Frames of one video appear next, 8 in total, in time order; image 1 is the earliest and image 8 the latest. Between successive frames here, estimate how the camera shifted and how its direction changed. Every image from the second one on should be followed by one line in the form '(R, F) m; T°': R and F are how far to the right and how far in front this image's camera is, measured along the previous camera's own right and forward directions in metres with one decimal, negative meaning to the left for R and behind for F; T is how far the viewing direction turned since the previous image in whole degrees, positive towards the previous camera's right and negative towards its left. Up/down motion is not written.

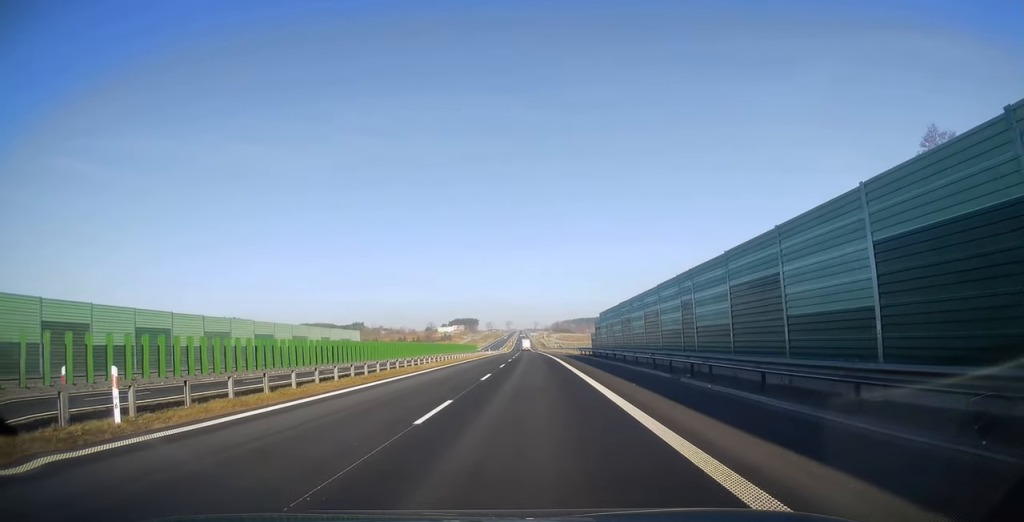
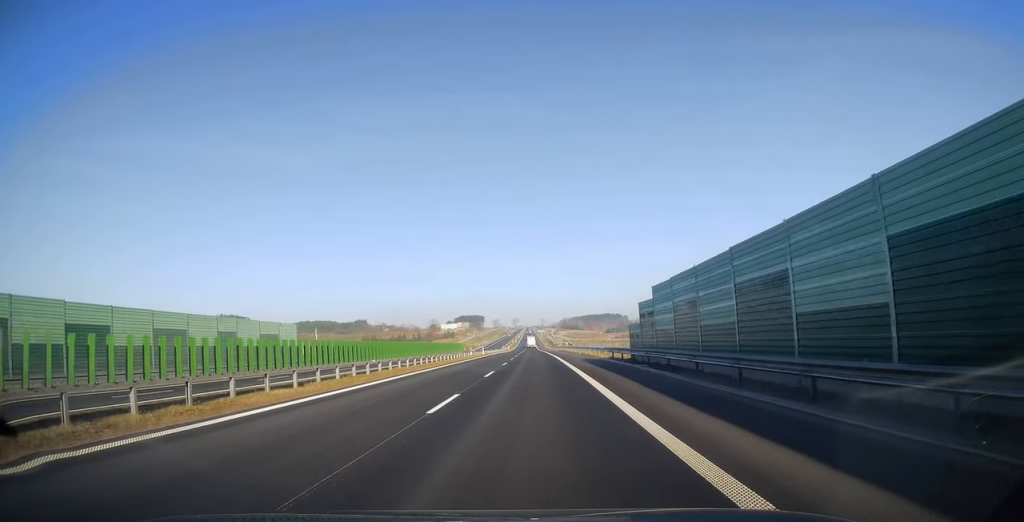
(-0.1, +22.4) m; 0°
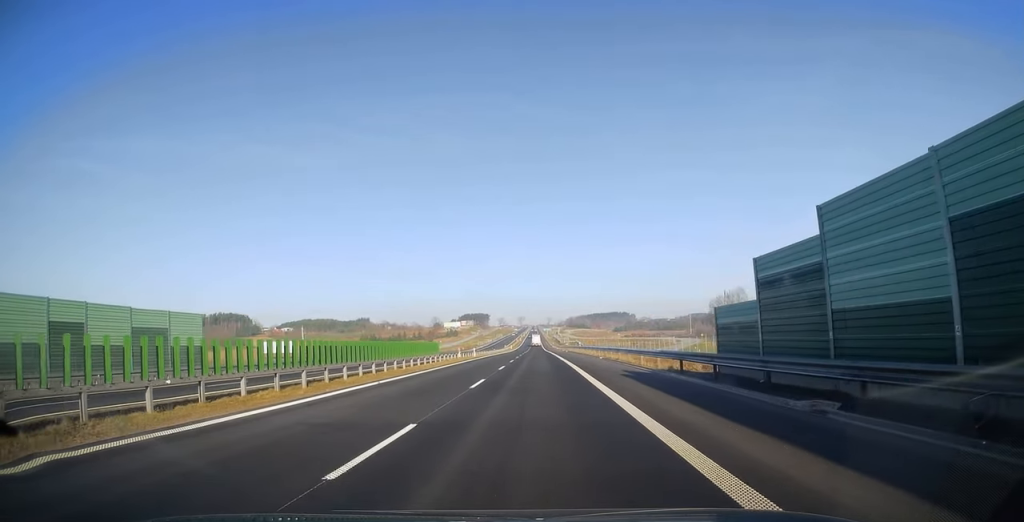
(0.0, +17.6) m; 0°
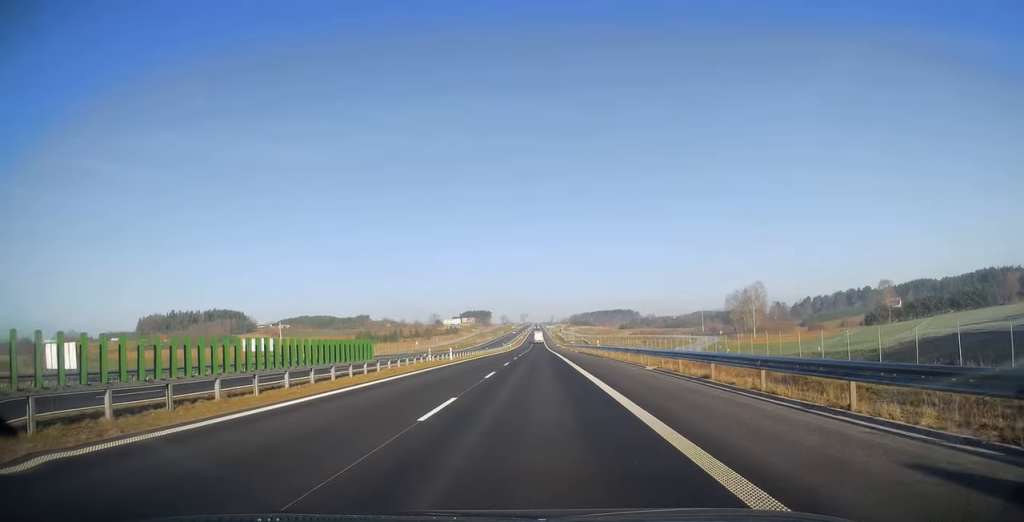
(0.0, +19.5) m; 0°
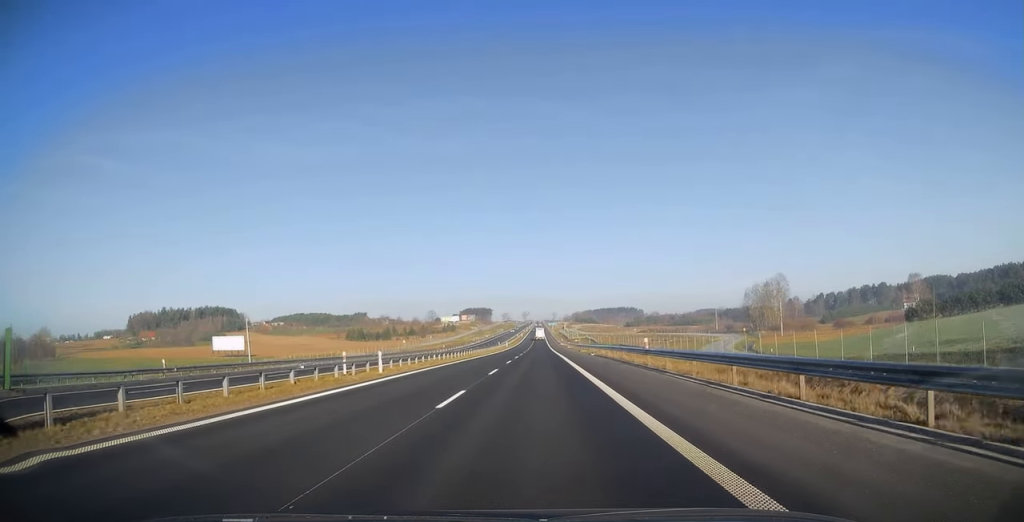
(0.0, +22.0) m; 0°
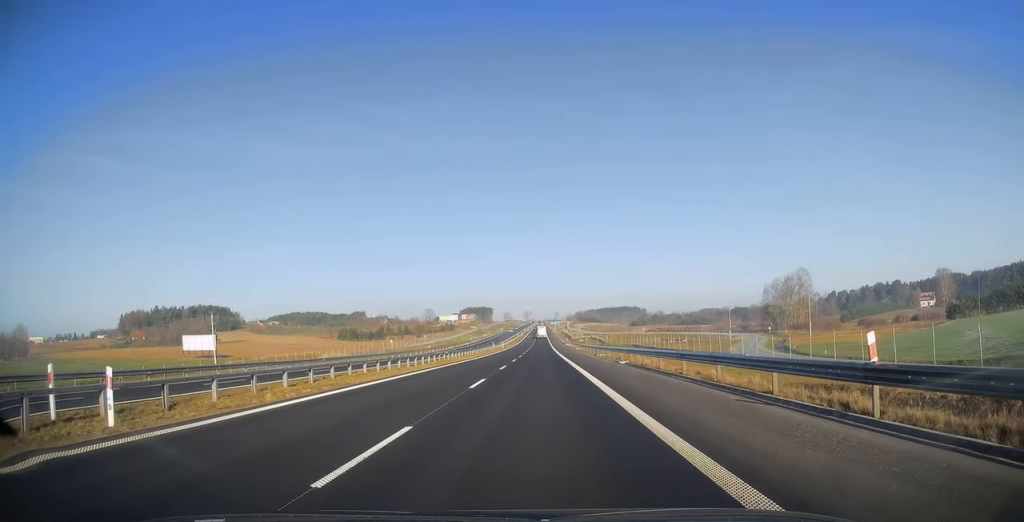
(0.0, +18.6) m; 0°
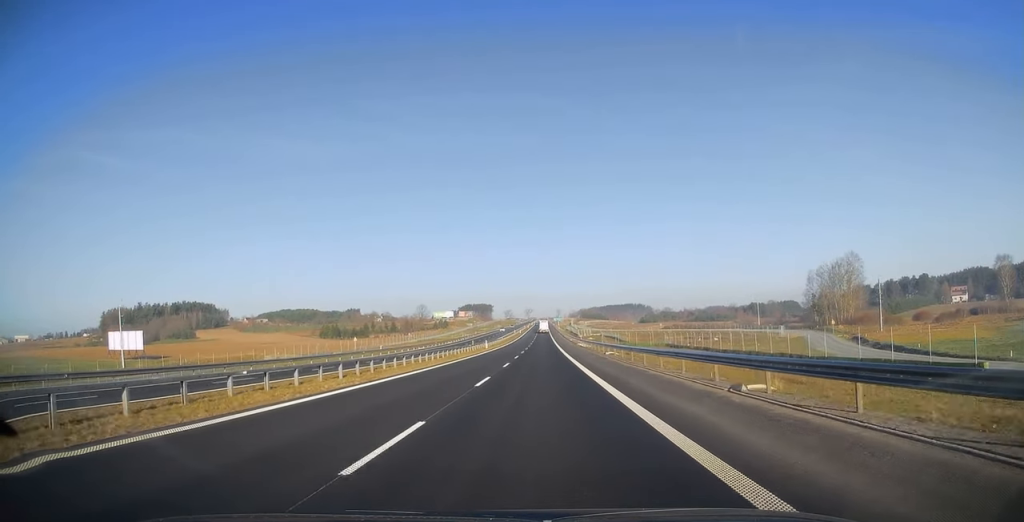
(-0.2, +35.3) m; -1°
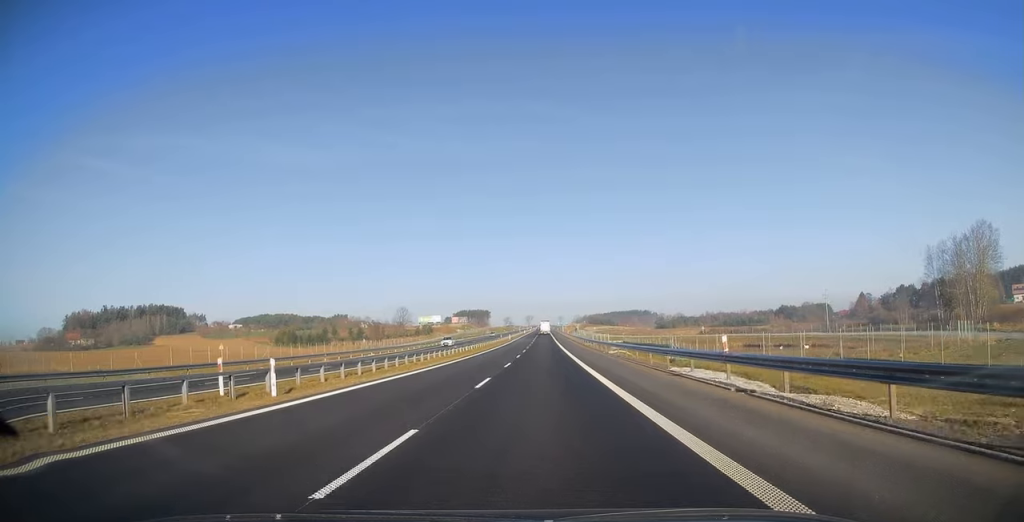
(0.0, +60.7) m; 0°
